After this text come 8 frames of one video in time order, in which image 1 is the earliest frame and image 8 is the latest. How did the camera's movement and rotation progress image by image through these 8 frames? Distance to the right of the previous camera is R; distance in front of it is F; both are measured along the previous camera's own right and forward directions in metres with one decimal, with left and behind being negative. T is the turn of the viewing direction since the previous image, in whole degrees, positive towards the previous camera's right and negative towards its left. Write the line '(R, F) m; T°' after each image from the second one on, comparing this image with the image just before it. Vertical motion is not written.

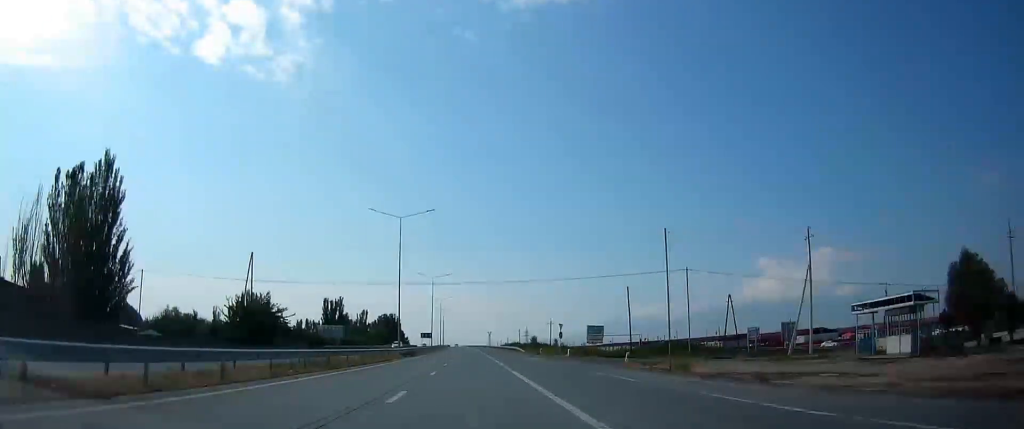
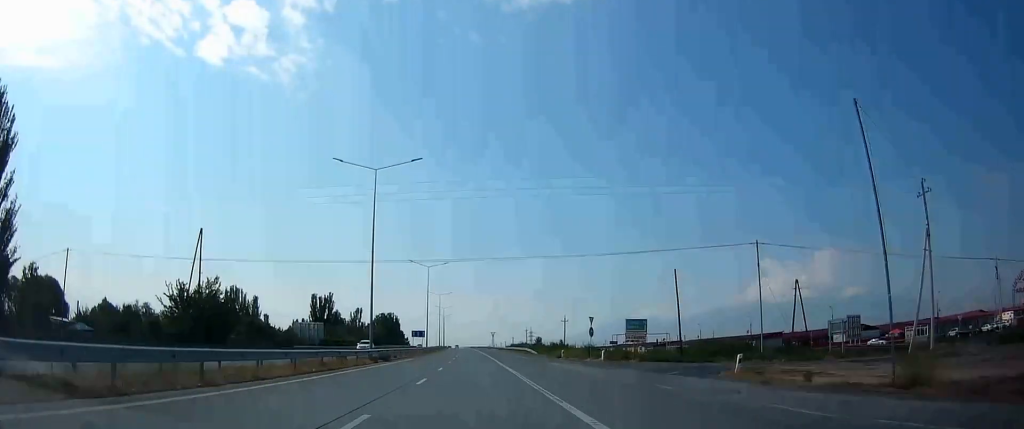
(-0.3, +17.5) m; 0°
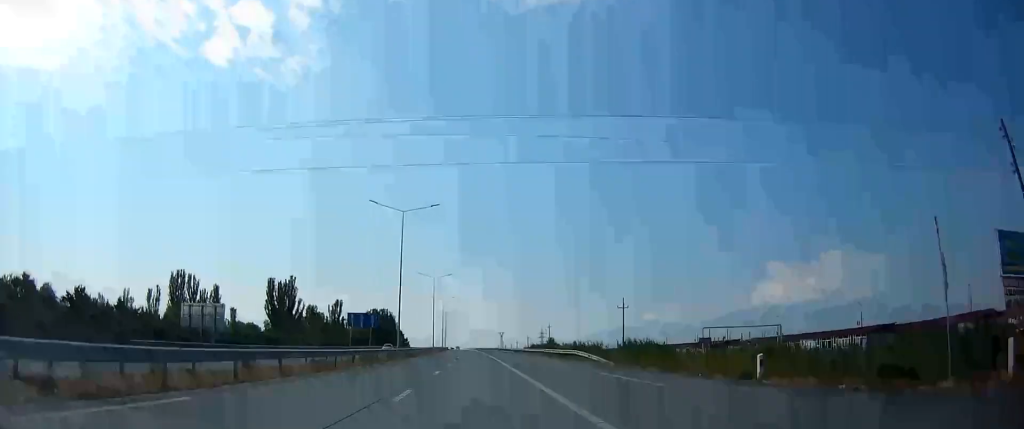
(+0.2, +42.5) m; 0°
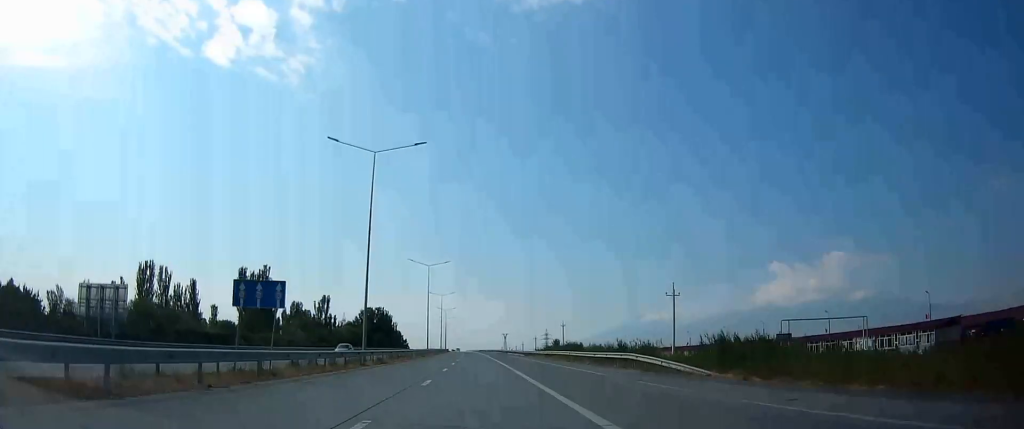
(-0.1, +18.5) m; 0°
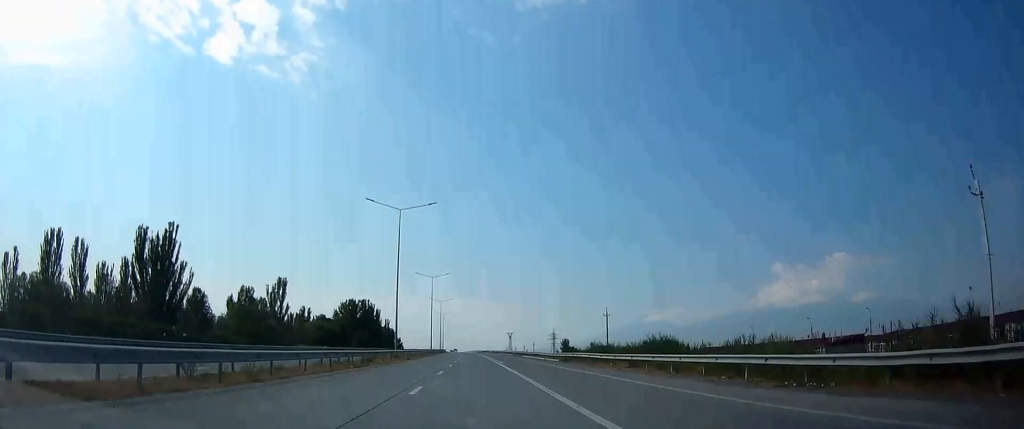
(-0.7, +39.2) m; -1°
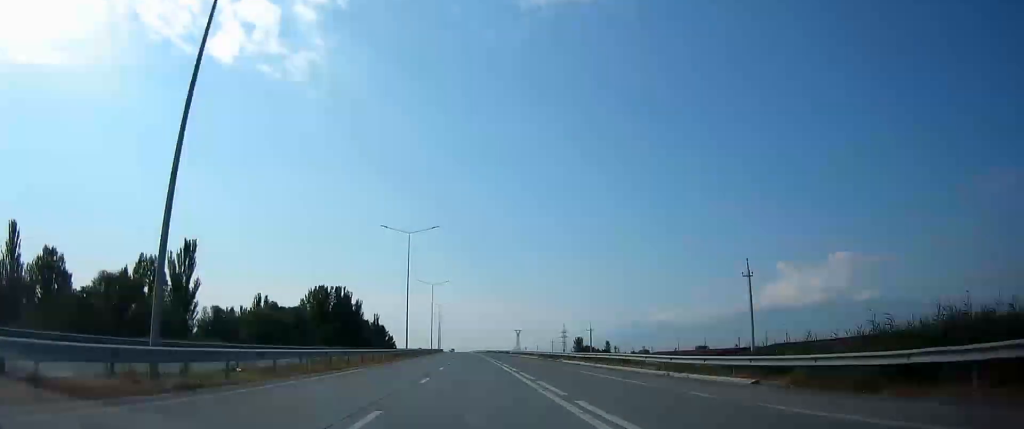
(-0.5, +43.5) m; 0°
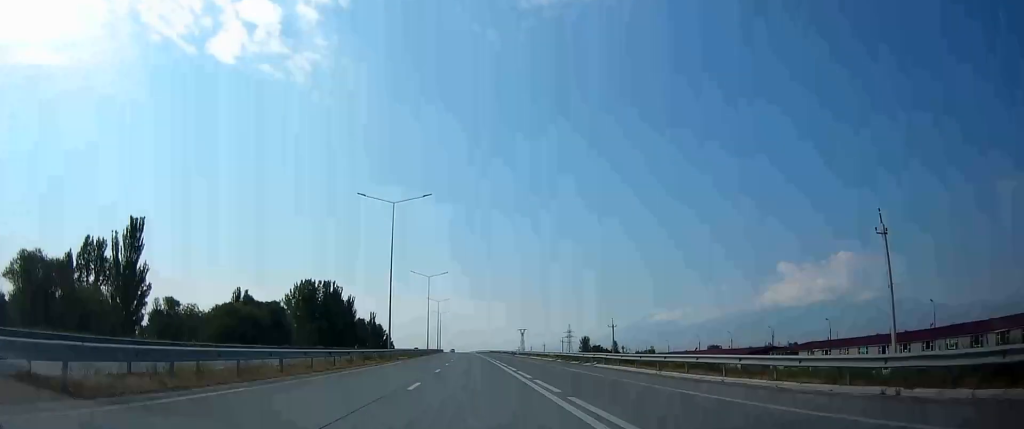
(+0.2, +15.3) m; 0°
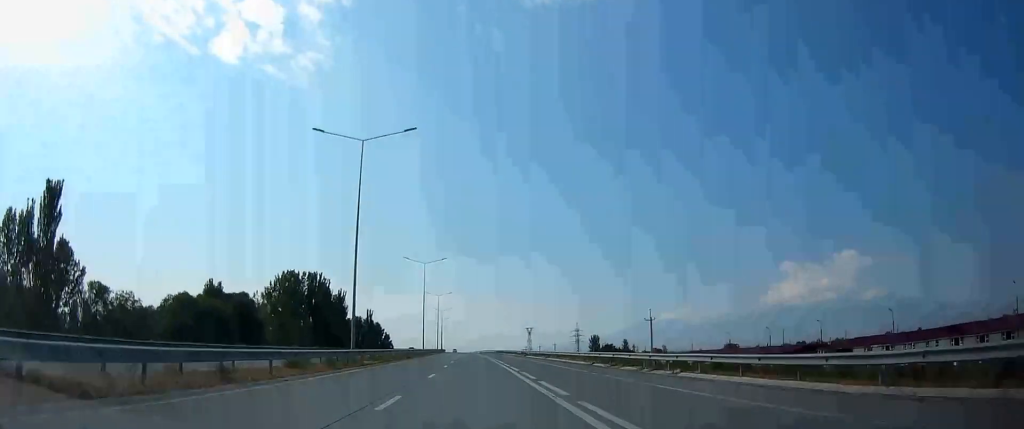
(+0.5, +17.5) m; 0°
